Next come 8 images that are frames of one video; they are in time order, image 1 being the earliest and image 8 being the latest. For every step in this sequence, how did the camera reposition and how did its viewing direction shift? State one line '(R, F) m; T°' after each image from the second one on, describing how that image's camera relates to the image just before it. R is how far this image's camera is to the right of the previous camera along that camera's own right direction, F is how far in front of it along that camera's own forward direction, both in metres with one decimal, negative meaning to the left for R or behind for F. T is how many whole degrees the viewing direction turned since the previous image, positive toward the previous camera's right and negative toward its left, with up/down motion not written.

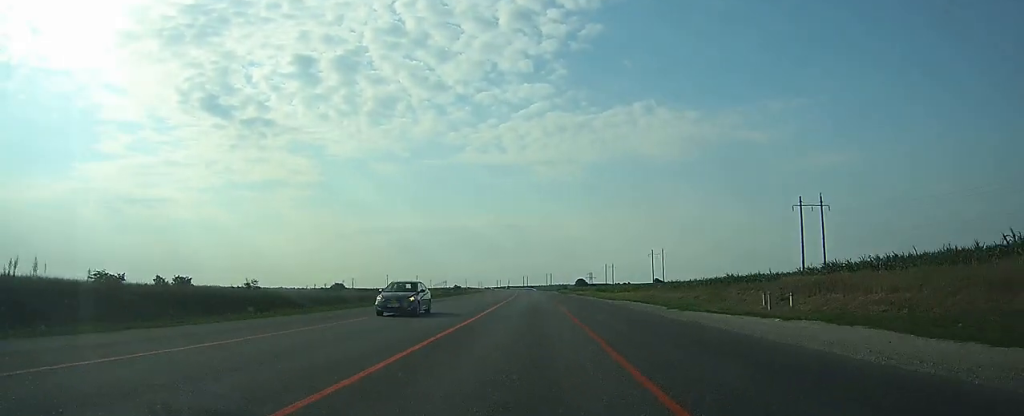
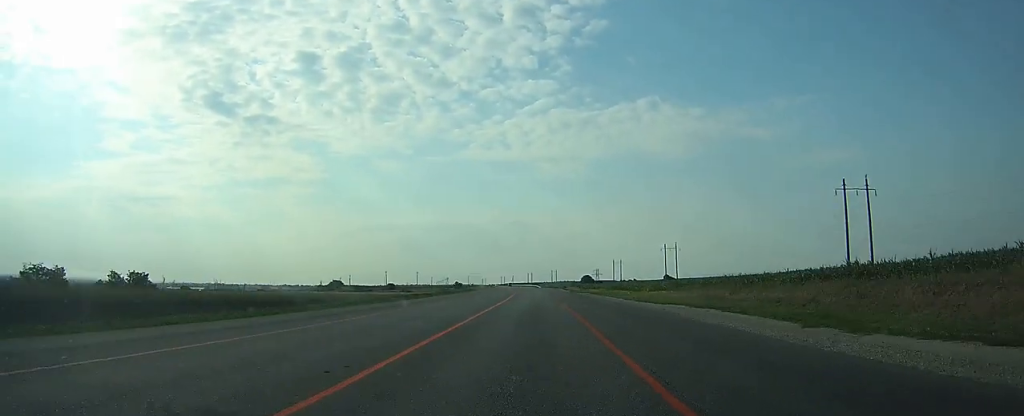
(-0.1, +18.9) m; 0°
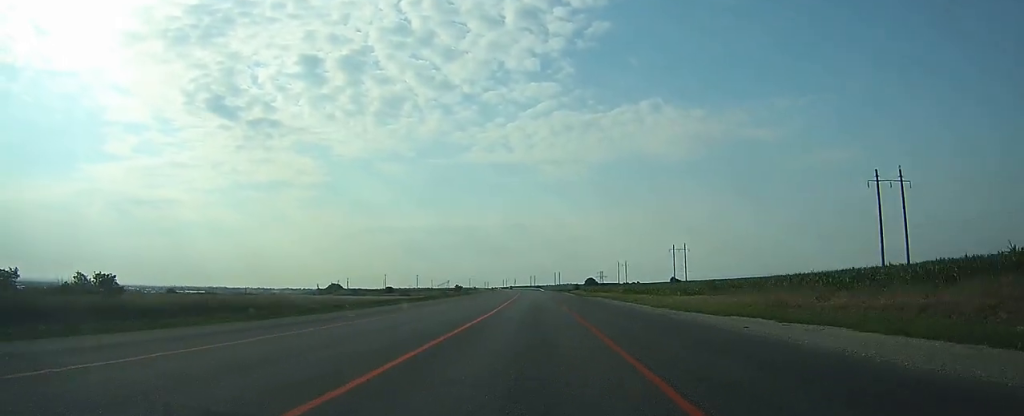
(0.0, +11.8) m; 0°
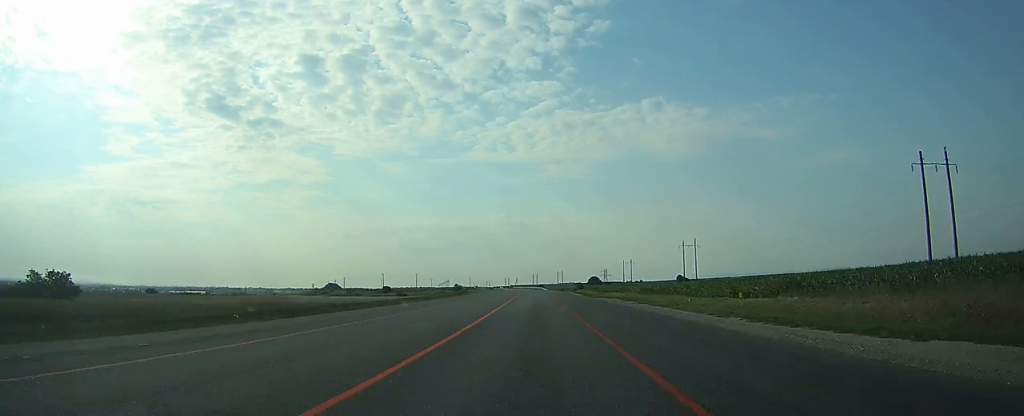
(0.0, +13.6) m; 0°
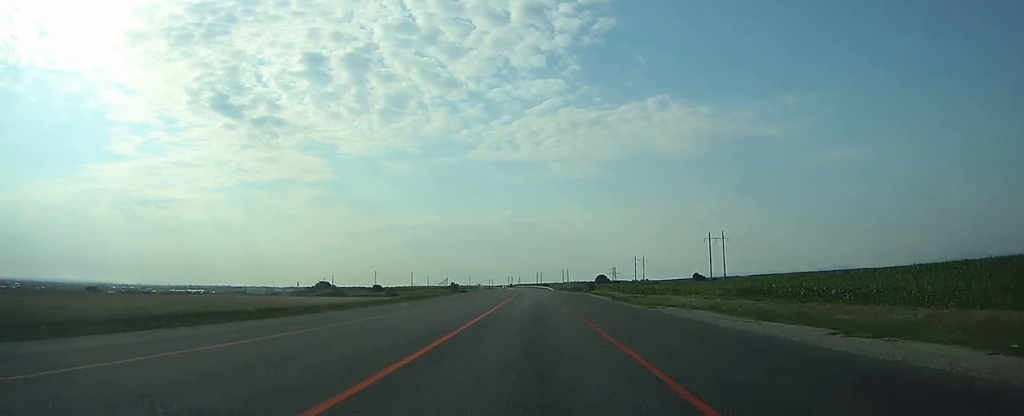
(0.0, +32.9) m; 0°
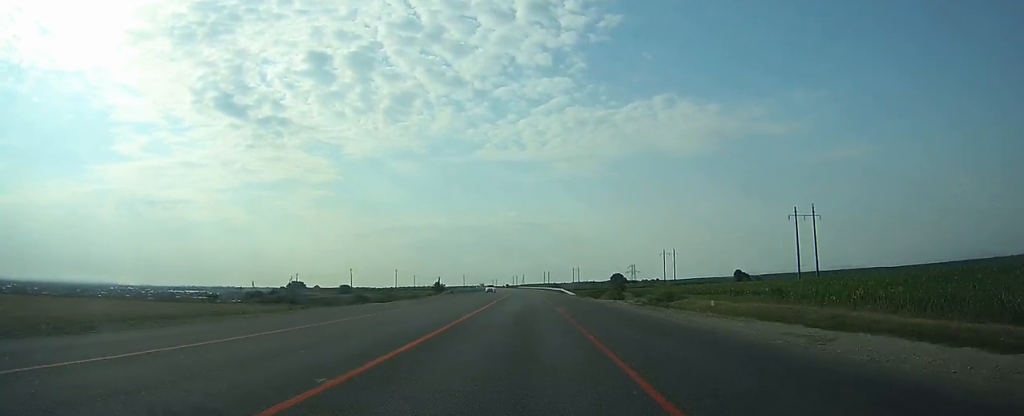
(-0.4, +70.3) m; -1°
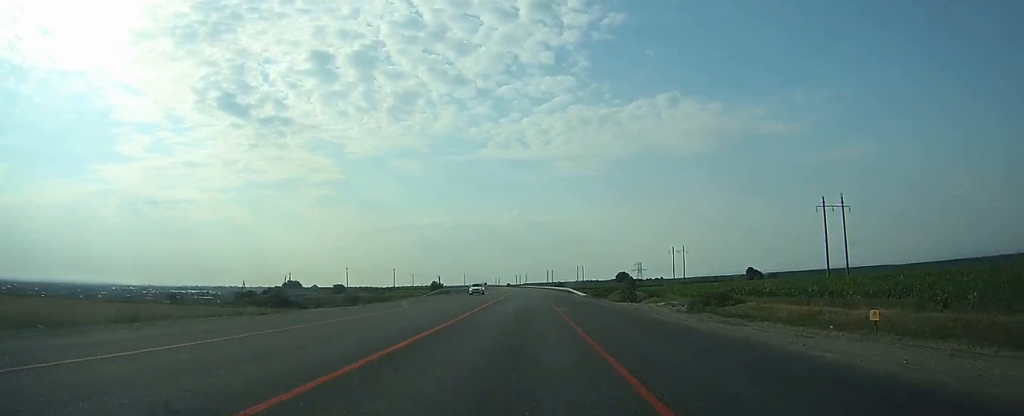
(0.0, +13.9) m; 0°
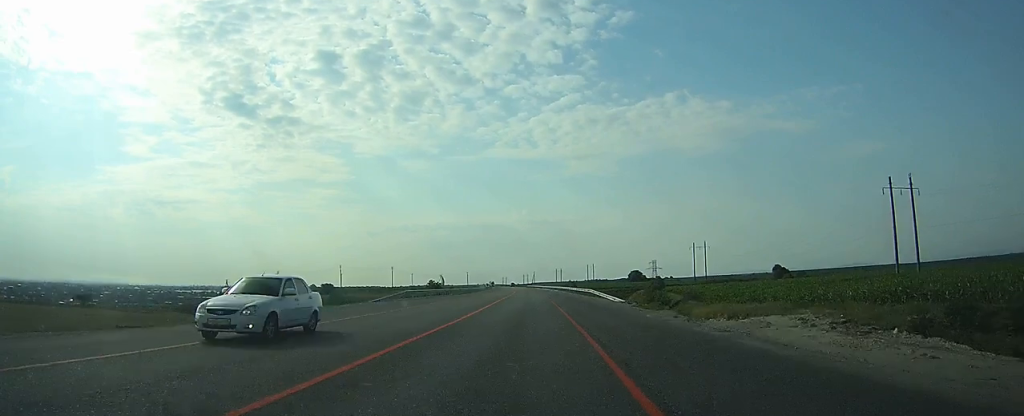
(-0.2, +25.2) m; 0°
